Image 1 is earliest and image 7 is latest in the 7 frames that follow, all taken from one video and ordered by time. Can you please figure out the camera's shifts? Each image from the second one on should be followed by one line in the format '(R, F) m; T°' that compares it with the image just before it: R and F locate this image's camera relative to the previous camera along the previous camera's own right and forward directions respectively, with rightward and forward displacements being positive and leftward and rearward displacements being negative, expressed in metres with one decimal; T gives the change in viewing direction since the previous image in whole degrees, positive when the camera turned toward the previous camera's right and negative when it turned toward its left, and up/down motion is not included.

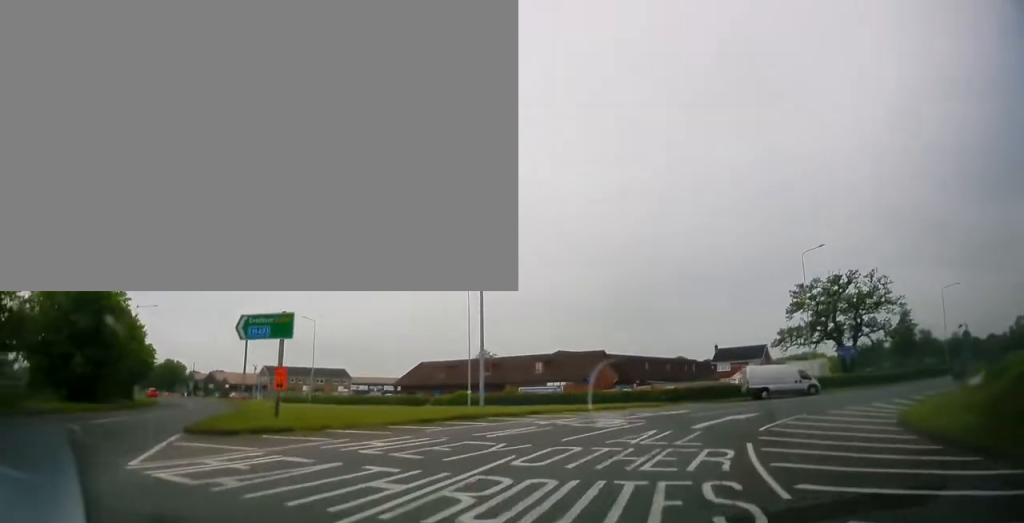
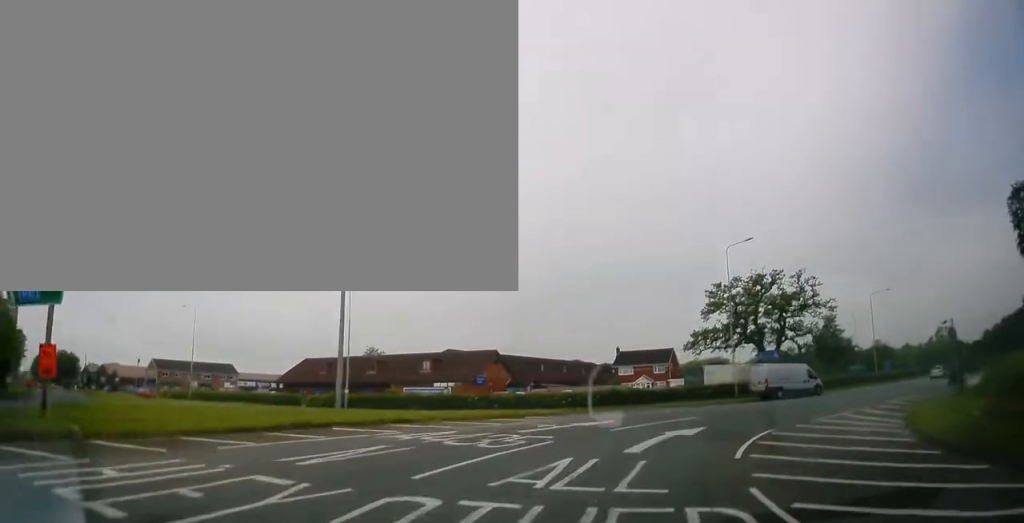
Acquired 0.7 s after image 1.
(+0.4, +5.4) m; +11°
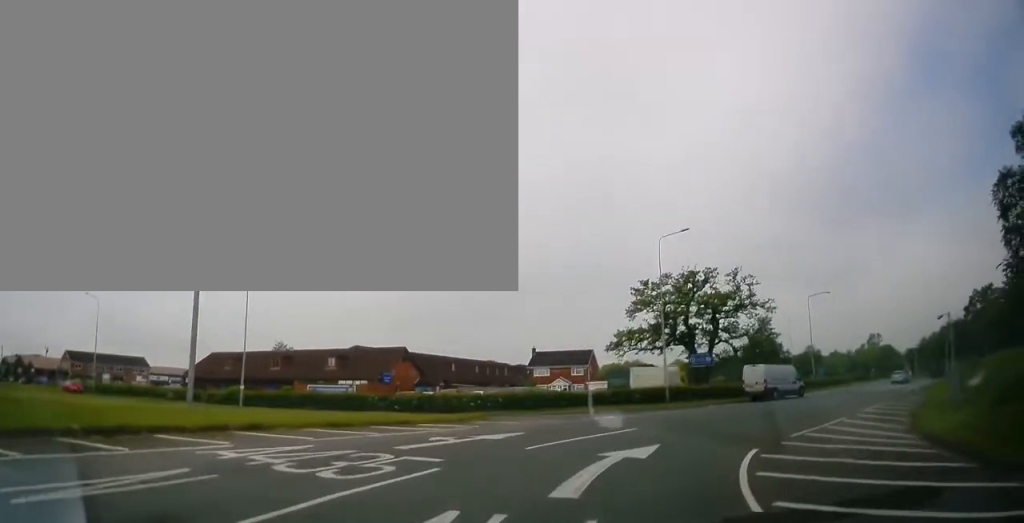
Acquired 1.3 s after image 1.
(+0.4, +4.6) m; +11°
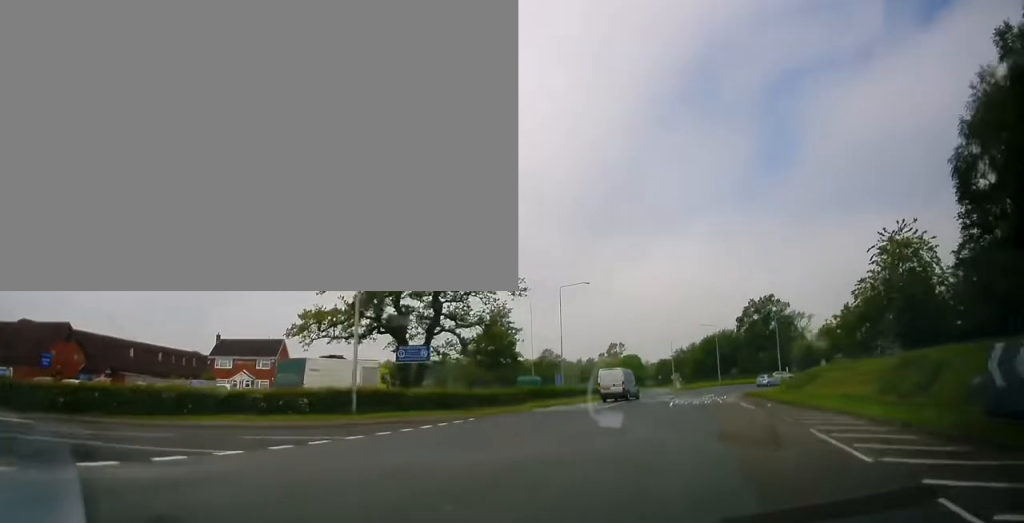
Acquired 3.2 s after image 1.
(+3.4, +15.1) m; +23°
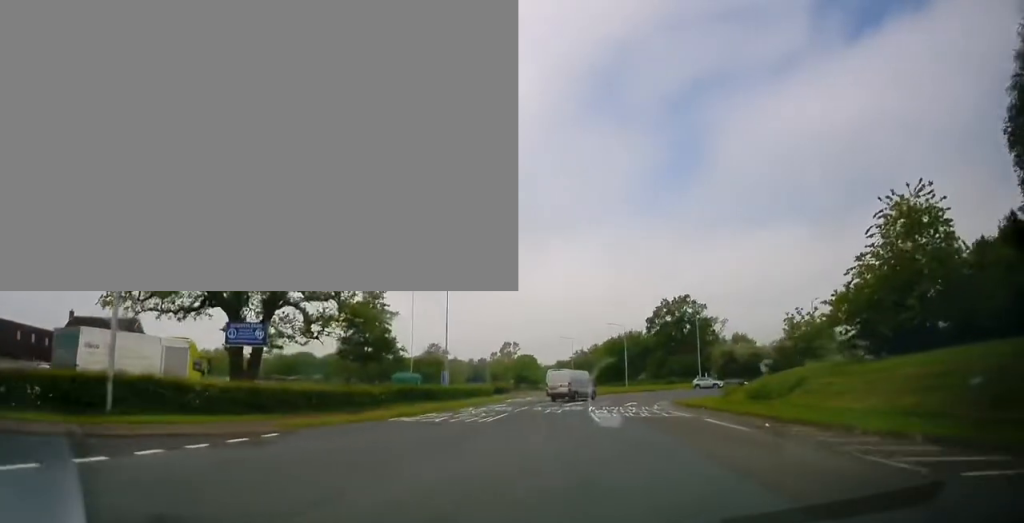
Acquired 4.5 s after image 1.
(+1.4, +10.8) m; +10°
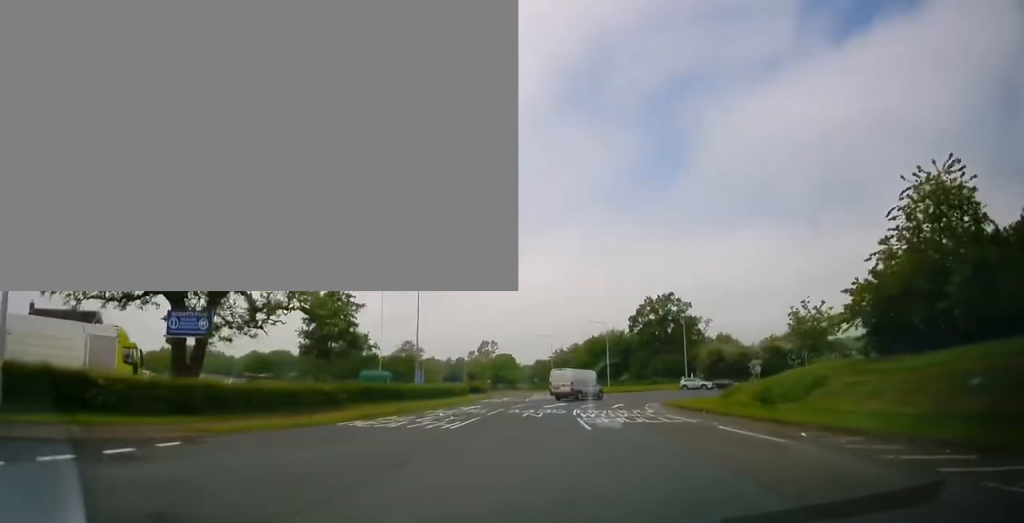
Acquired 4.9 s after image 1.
(0.0, +3.8) m; +1°
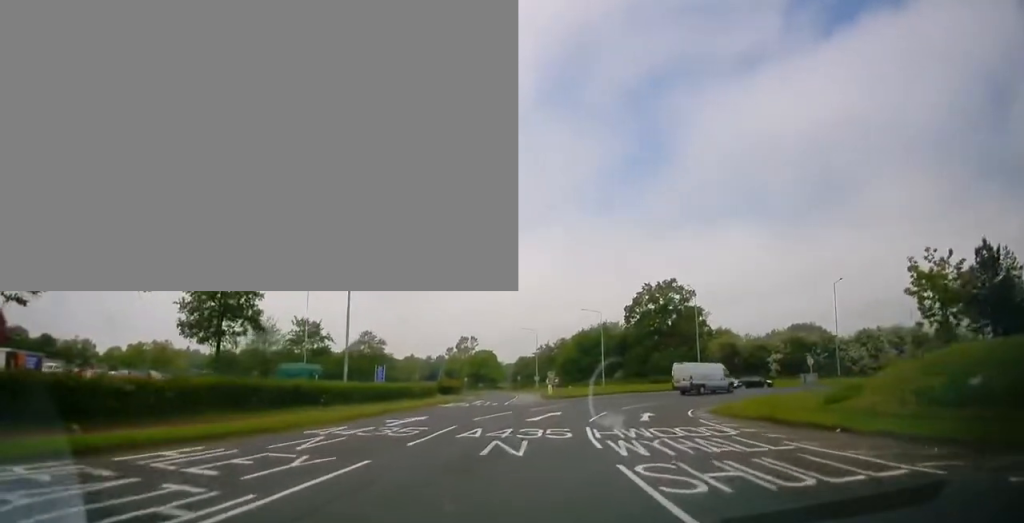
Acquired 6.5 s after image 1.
(+0.7, +14.0) m; +5°
